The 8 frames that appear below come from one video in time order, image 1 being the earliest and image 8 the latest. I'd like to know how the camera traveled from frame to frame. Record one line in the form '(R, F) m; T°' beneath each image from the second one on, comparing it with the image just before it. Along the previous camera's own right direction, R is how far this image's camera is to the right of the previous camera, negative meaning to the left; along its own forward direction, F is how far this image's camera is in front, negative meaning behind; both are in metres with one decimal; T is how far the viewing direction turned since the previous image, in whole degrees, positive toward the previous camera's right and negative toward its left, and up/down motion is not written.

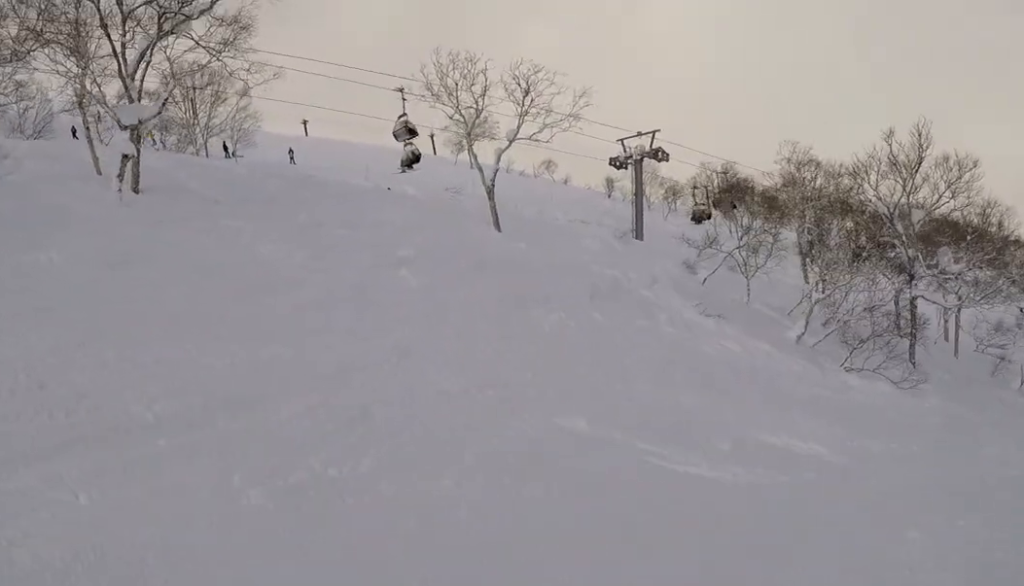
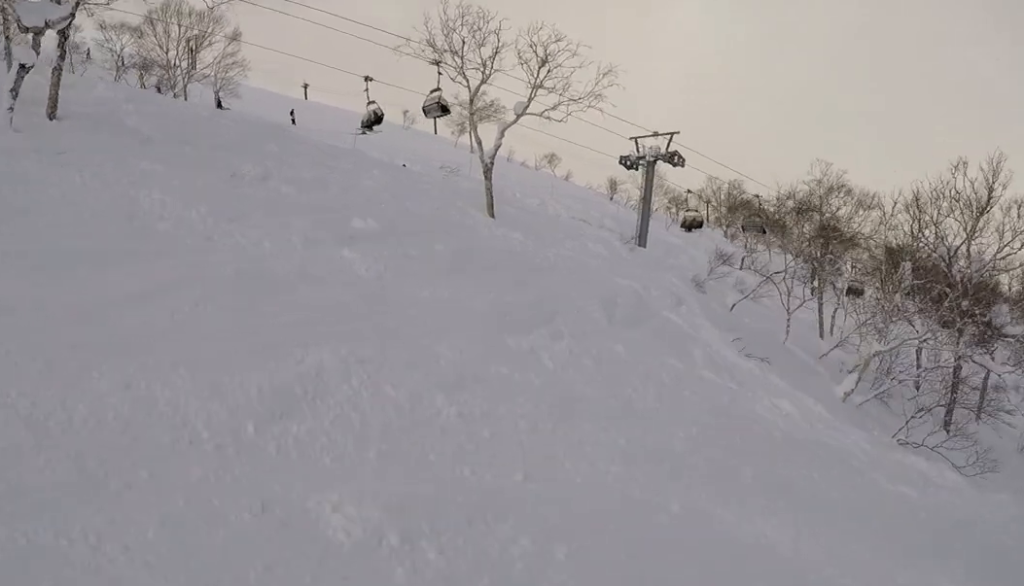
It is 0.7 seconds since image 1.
(-0.2, +4.2) m; 0°
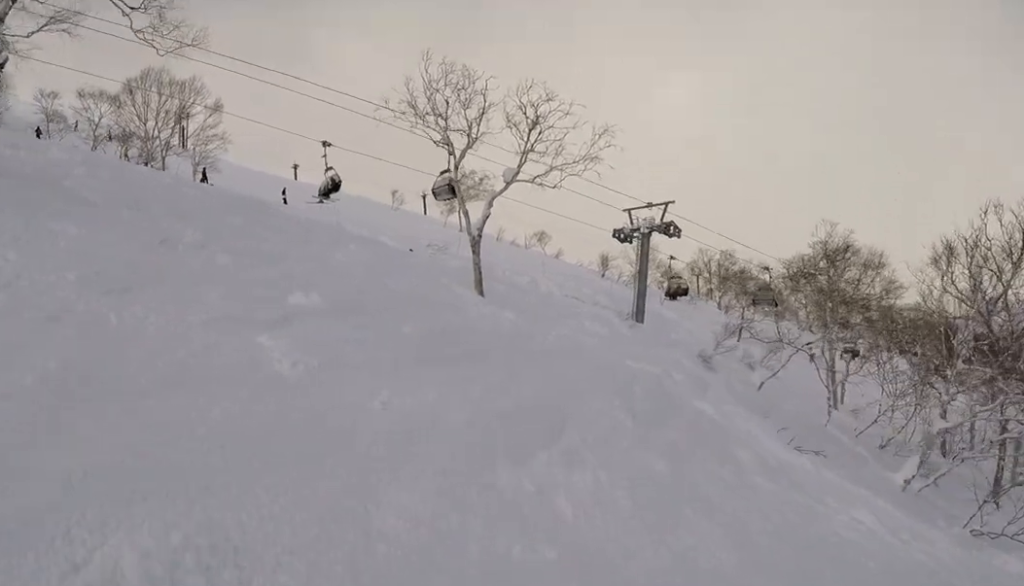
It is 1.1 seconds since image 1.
(-0.5, +2.7) m; +2°
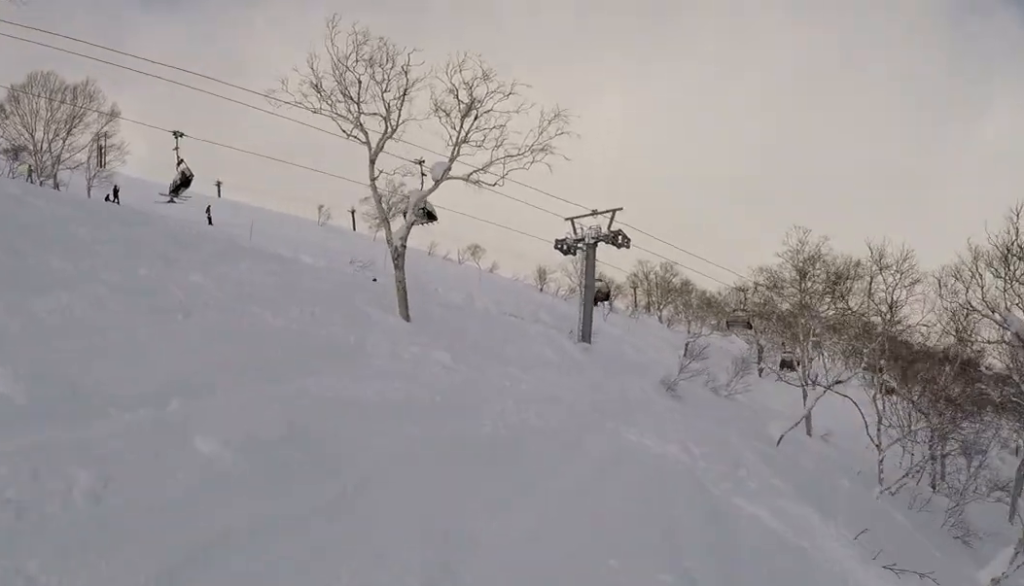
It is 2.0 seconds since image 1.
(+0.8, +4.2) m; +20°
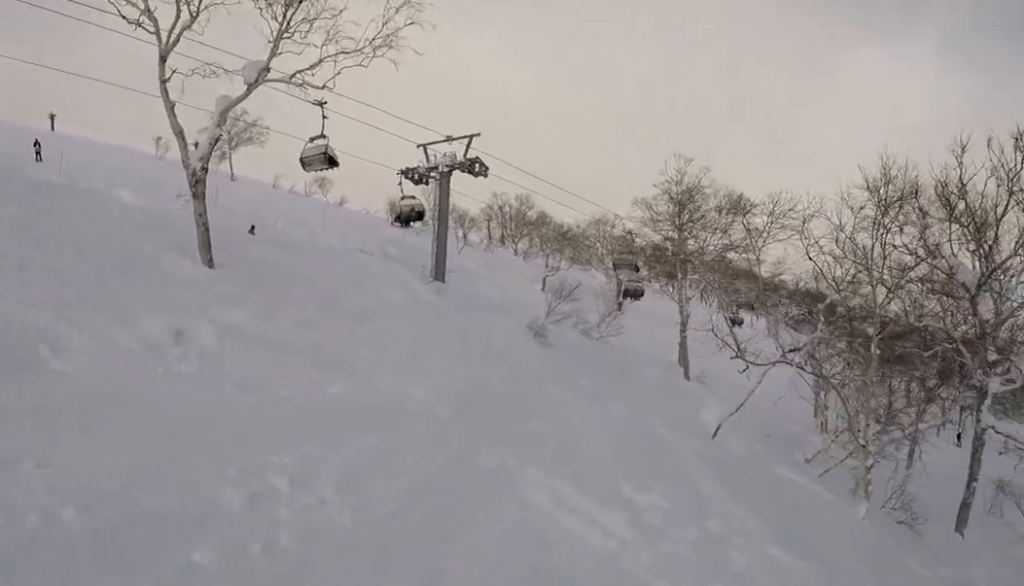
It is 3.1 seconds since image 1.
(+1.1, +4.2) m; +4°
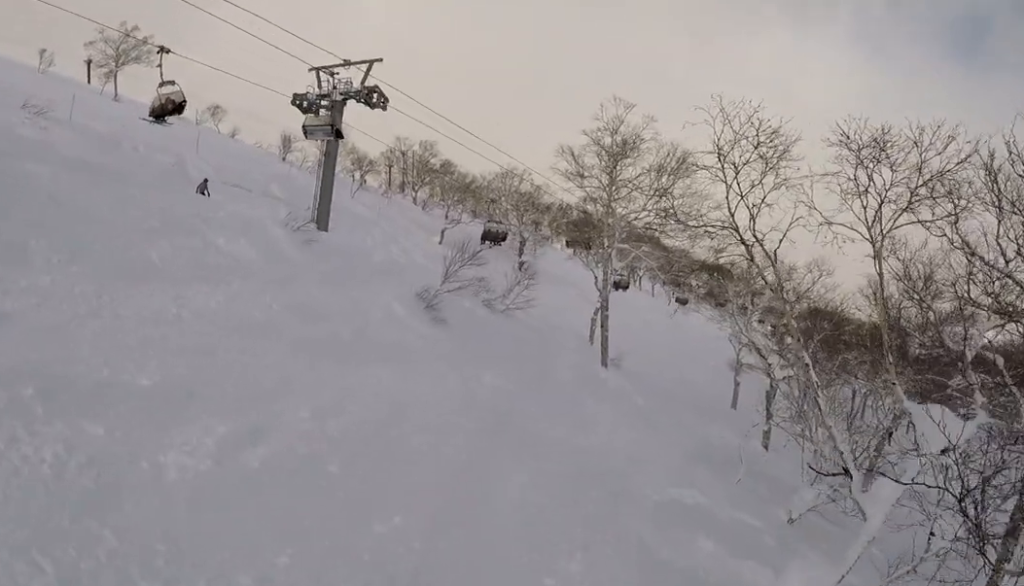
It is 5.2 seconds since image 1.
(-0.2, +6.3) m; -1°
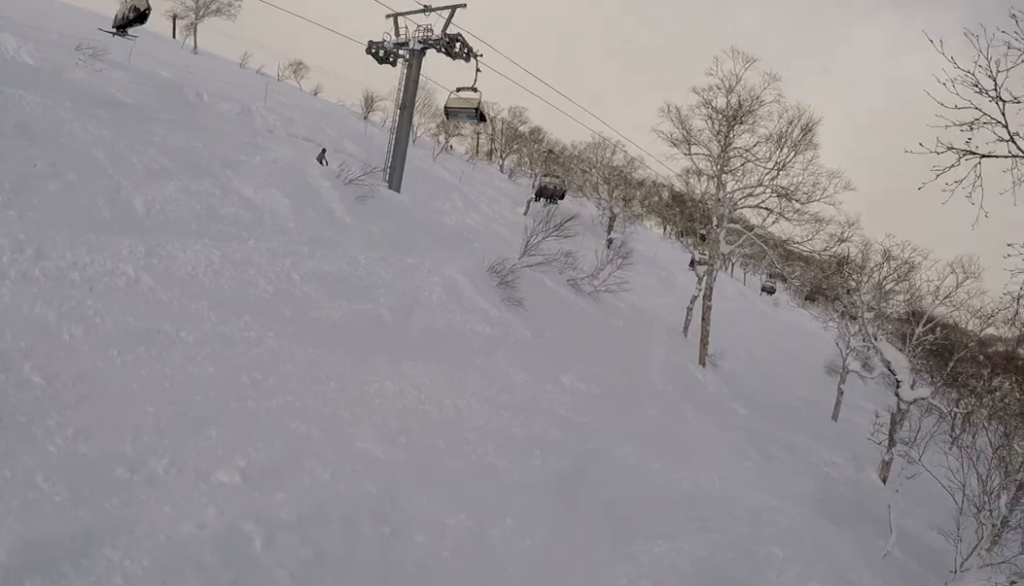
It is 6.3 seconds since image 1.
(-0.9, +3.0) m; +1°
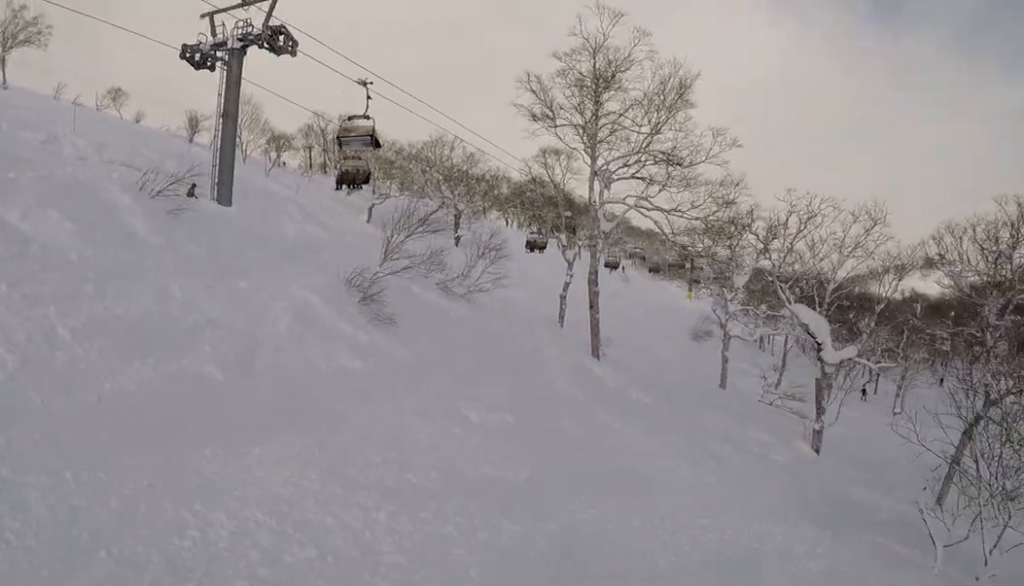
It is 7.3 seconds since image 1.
(+1.0, +2.5) m; +1°
